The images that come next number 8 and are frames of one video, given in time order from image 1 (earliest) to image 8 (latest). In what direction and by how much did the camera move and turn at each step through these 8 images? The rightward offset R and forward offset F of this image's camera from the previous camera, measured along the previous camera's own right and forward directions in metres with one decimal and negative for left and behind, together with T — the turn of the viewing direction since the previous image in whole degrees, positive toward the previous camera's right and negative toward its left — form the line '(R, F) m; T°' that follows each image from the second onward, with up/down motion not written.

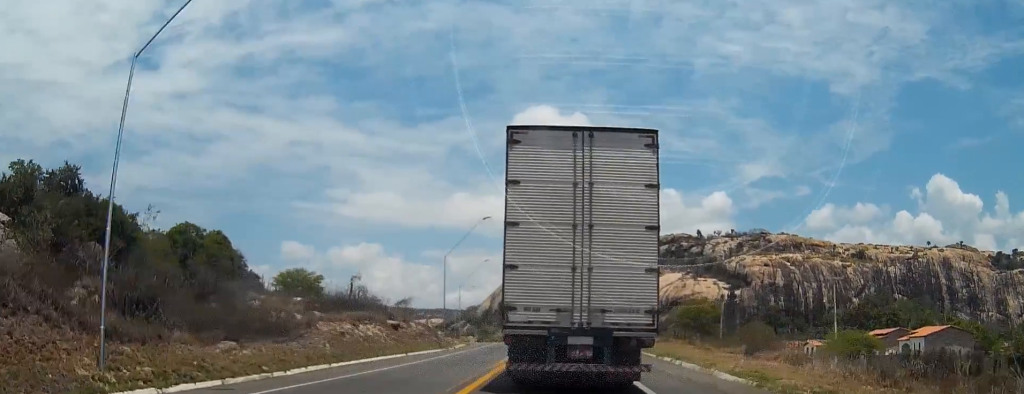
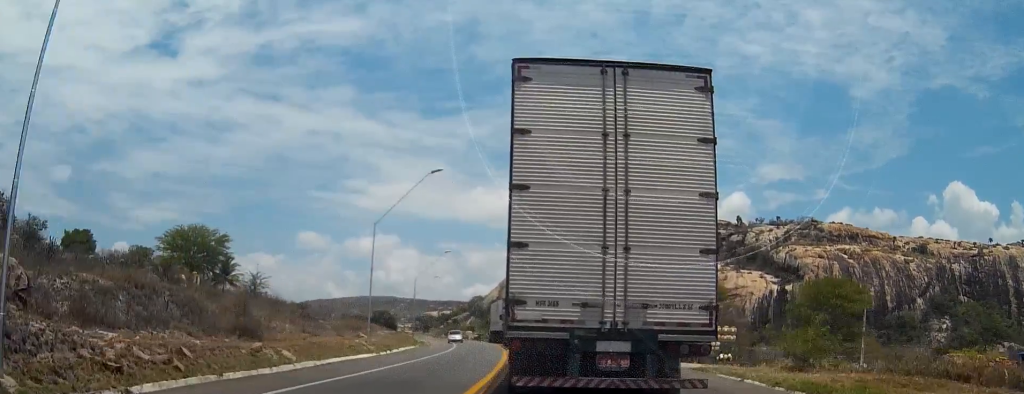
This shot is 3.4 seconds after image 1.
(-0.5, +51.2) m; -1°
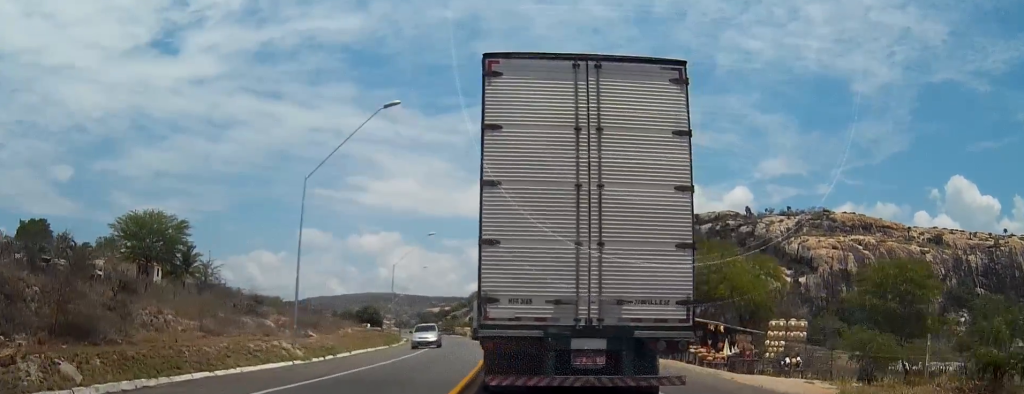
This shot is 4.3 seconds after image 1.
(-0.1, +12.7) m; -1°
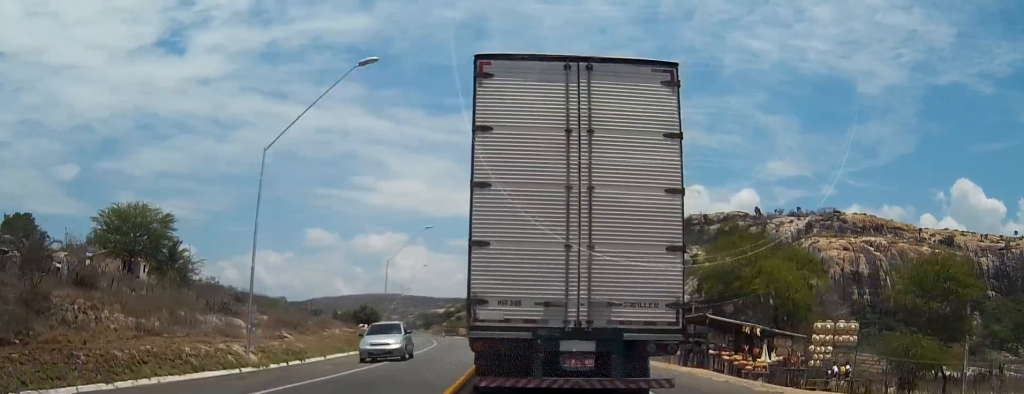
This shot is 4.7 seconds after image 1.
(0.0, +5.4) m; 0°
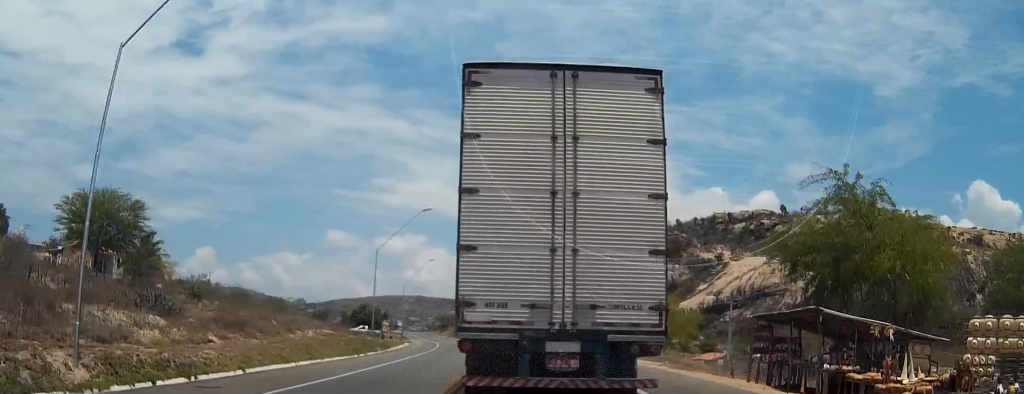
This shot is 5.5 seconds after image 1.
(0.0, +10.9) m; -1°
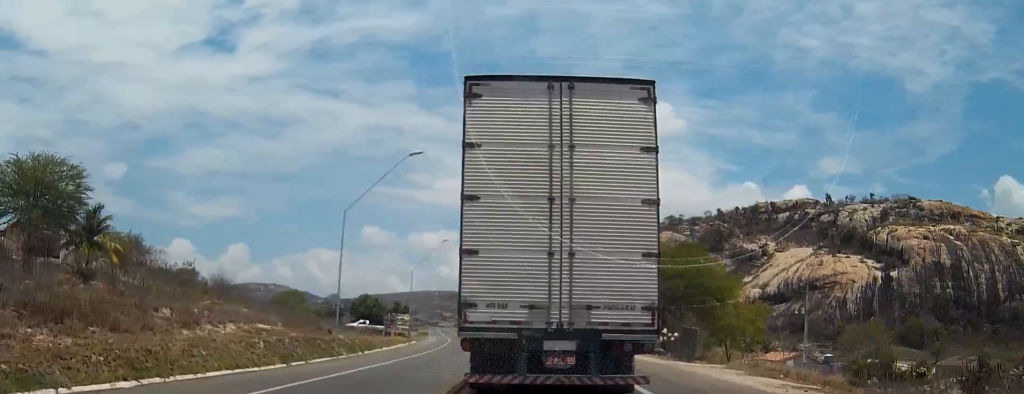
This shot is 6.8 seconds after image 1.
(-0.6, +16.4) m; -4°
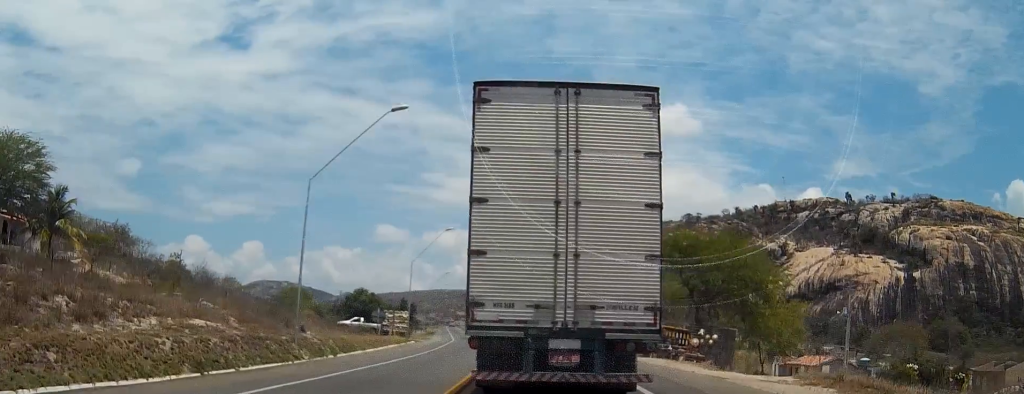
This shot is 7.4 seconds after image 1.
(-0.2, +7.9) m; -1°
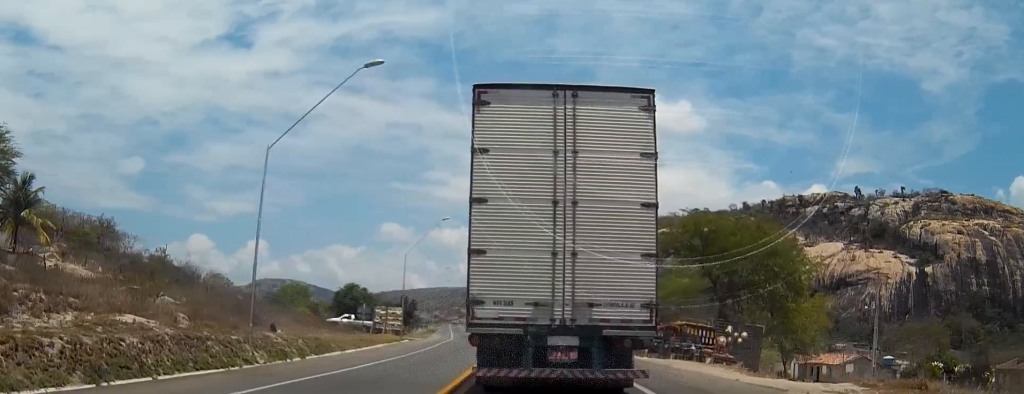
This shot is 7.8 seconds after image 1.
(0.0, +5.2) m; 0°
